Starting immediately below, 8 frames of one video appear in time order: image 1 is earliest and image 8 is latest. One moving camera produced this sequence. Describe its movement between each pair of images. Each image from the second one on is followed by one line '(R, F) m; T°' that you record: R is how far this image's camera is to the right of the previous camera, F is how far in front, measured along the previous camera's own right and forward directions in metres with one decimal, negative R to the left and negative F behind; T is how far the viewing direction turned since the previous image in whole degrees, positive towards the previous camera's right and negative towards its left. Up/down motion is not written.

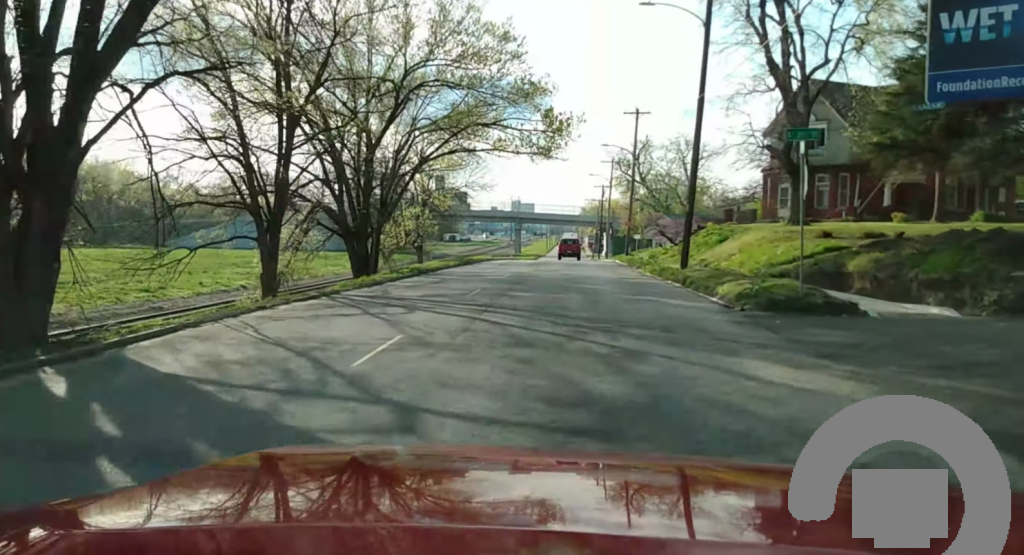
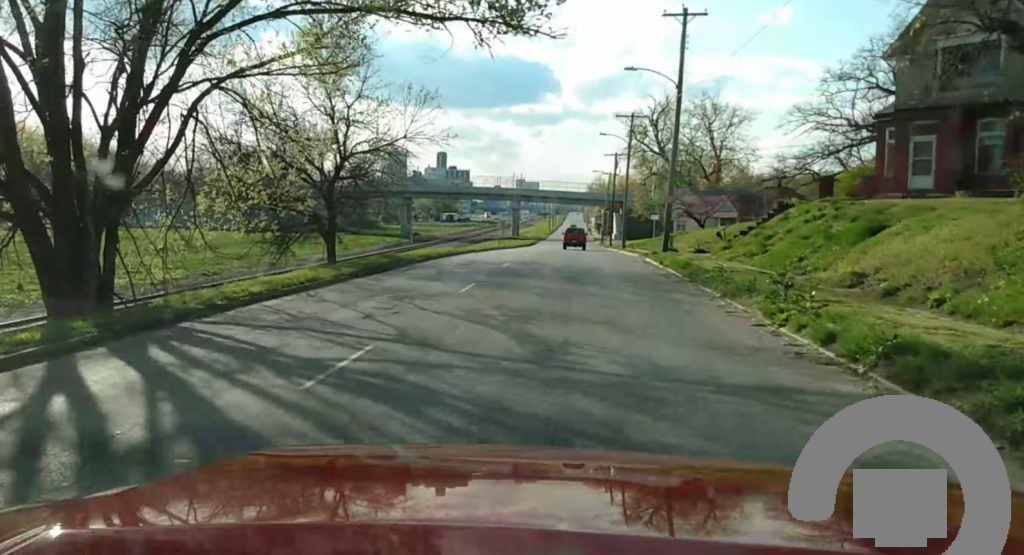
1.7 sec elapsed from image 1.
(0.0, +27.2) m; 0°
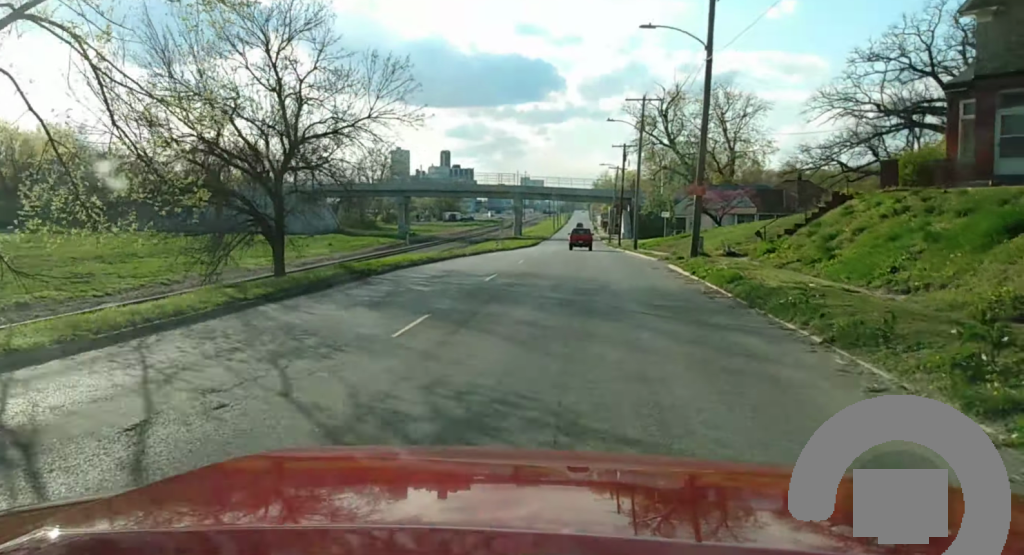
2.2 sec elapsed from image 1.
(0.0, +8.3) m; +1°
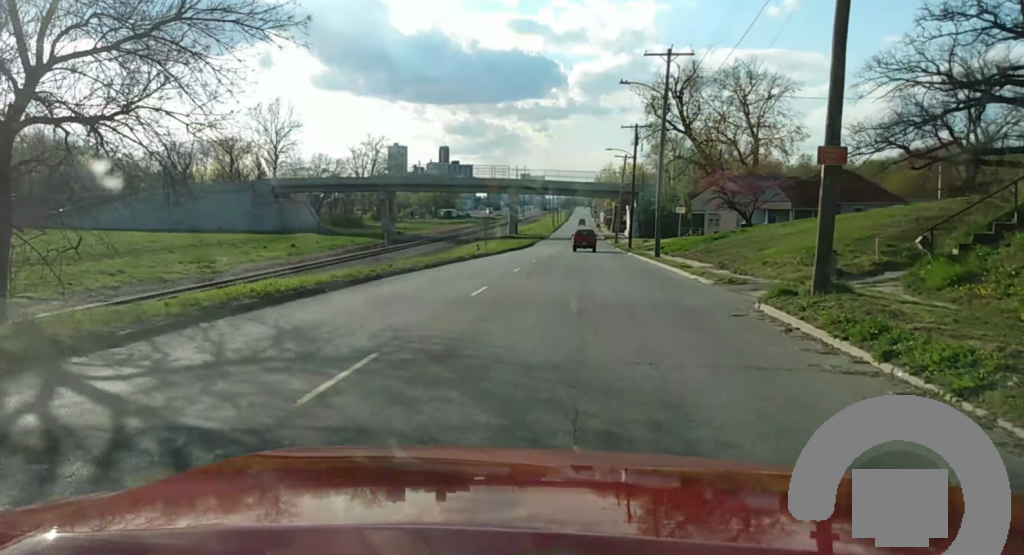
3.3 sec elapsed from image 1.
(+0.3, +16.9) m; -1°
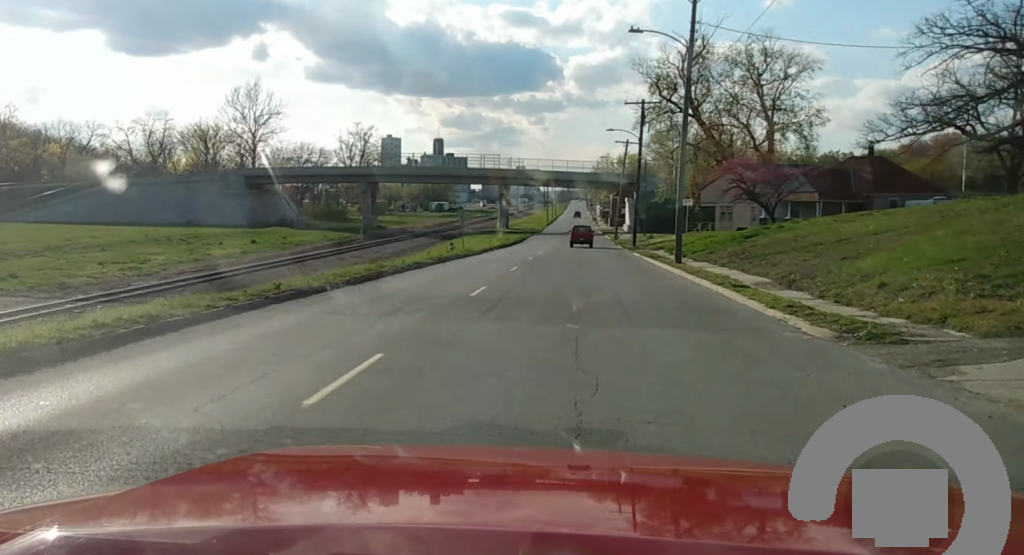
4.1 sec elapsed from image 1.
(-0.4, +12.4) m; 0°
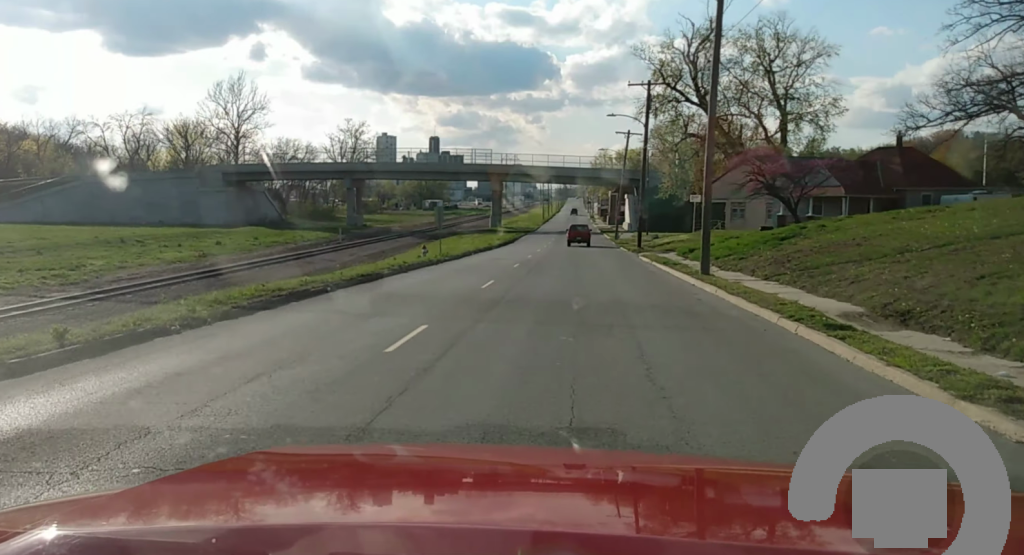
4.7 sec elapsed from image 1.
(0.0, +9.1) m; +1°
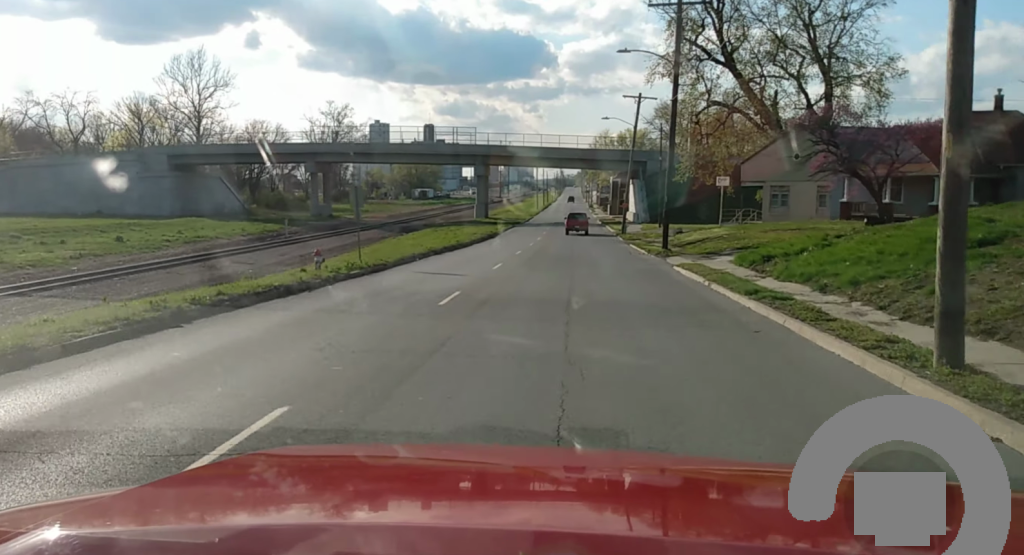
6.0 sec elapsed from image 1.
(+0.7, +18.9) m; +2°
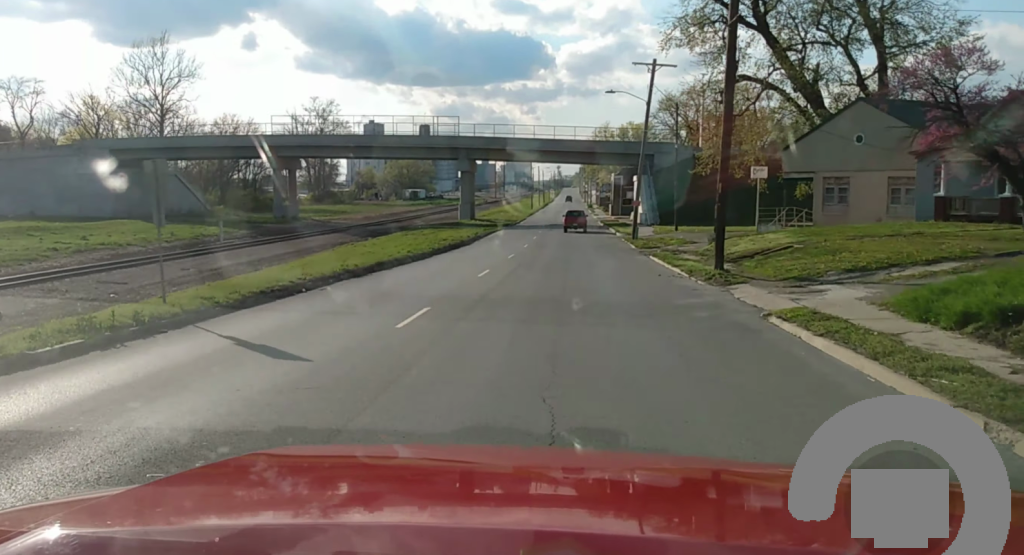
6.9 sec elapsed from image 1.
(0.0, +15.2) m; 0°
